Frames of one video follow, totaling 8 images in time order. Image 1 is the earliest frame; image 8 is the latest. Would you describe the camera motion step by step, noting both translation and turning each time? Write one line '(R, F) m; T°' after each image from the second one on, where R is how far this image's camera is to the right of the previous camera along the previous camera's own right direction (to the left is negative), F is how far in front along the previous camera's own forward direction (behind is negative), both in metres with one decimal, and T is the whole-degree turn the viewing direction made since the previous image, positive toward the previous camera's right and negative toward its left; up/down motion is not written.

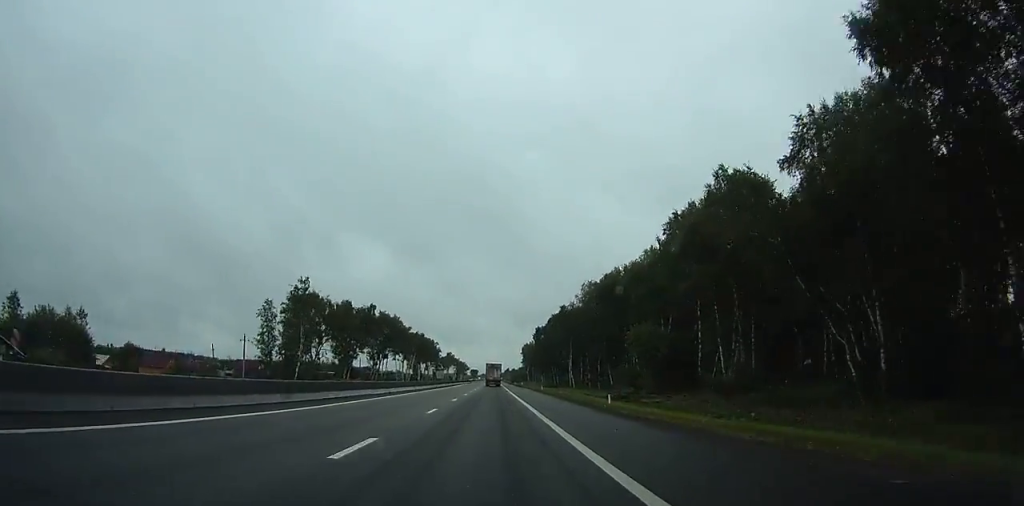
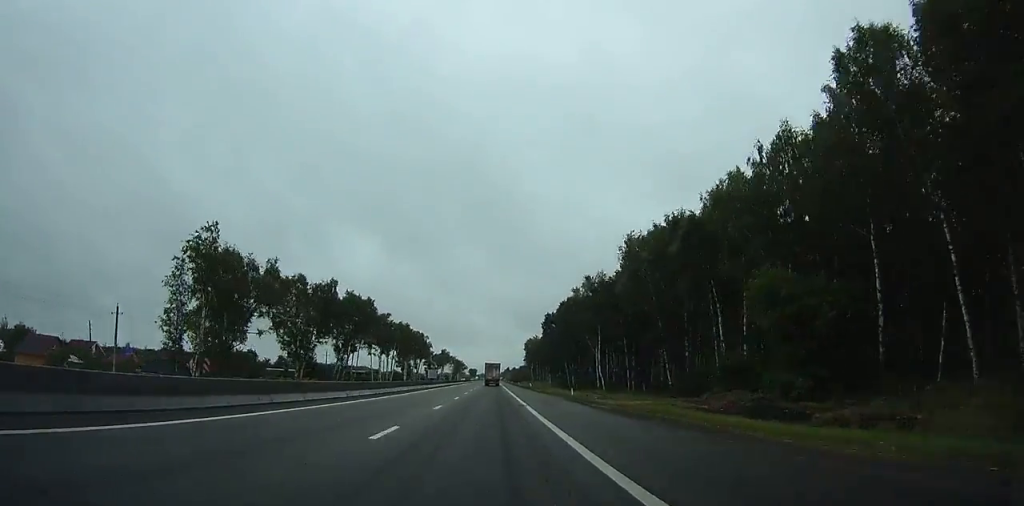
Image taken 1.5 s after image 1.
(0.0, +30.8) m; 0°
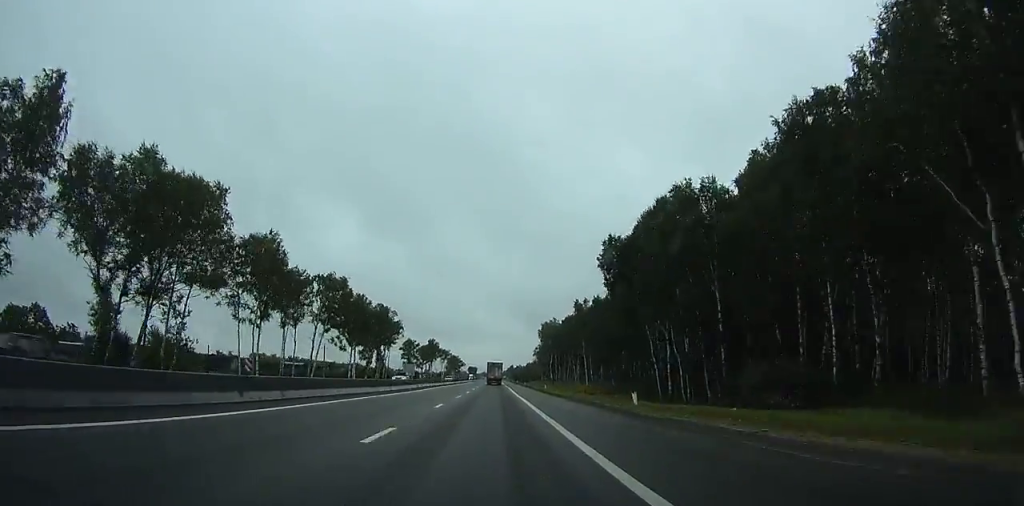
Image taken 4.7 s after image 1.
(0.0, +66.3) m; 0°
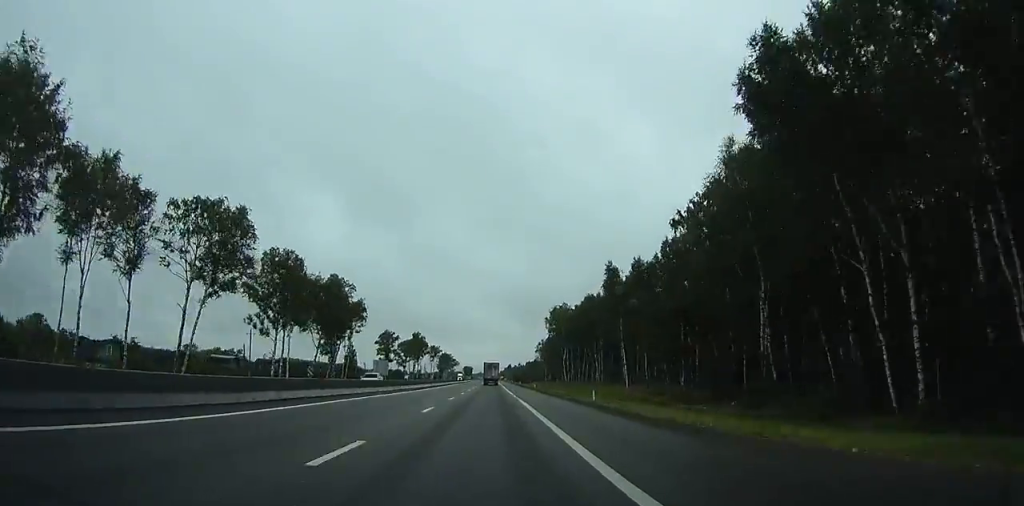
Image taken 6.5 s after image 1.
(0.0, +36.7) m; 0°
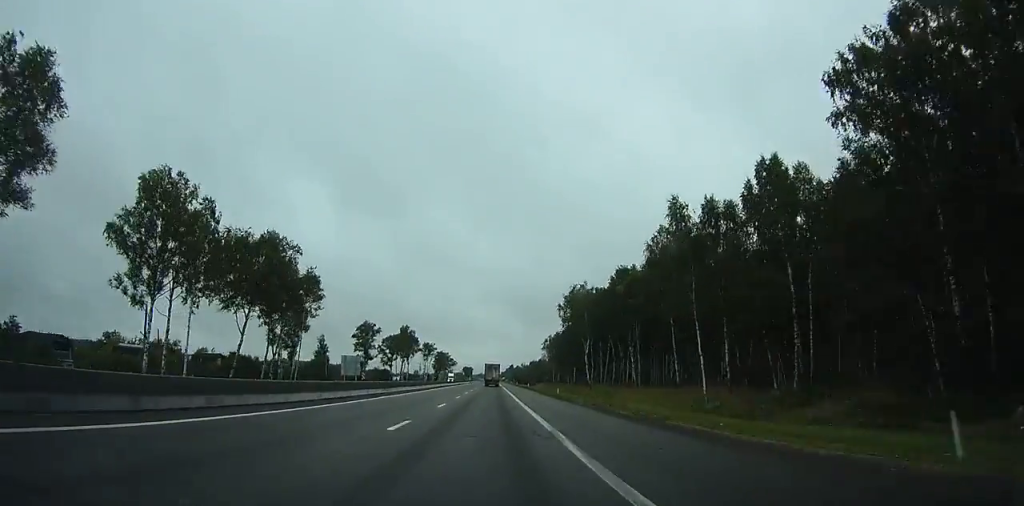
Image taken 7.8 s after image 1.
(0.0, +29.0) m; 0°
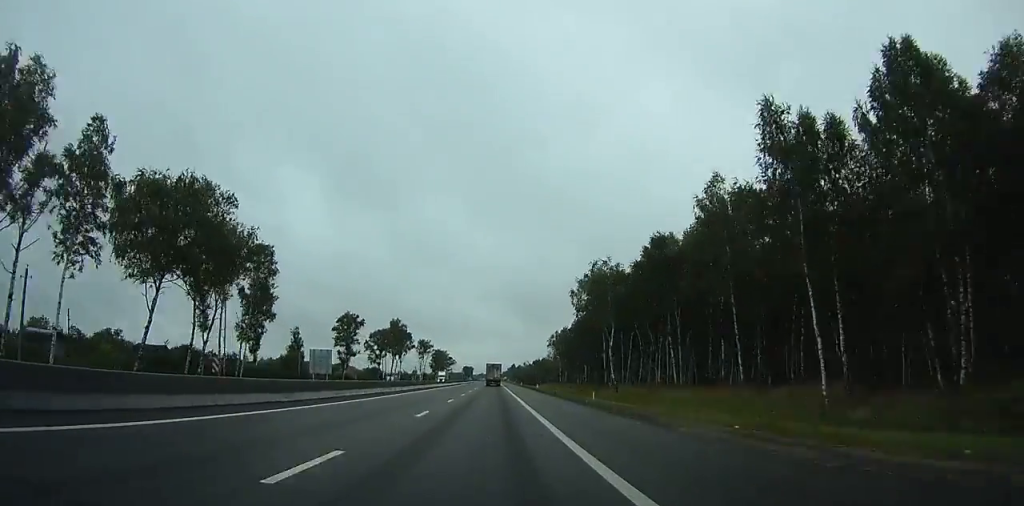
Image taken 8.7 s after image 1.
(0.0, +19.0) m; 0°
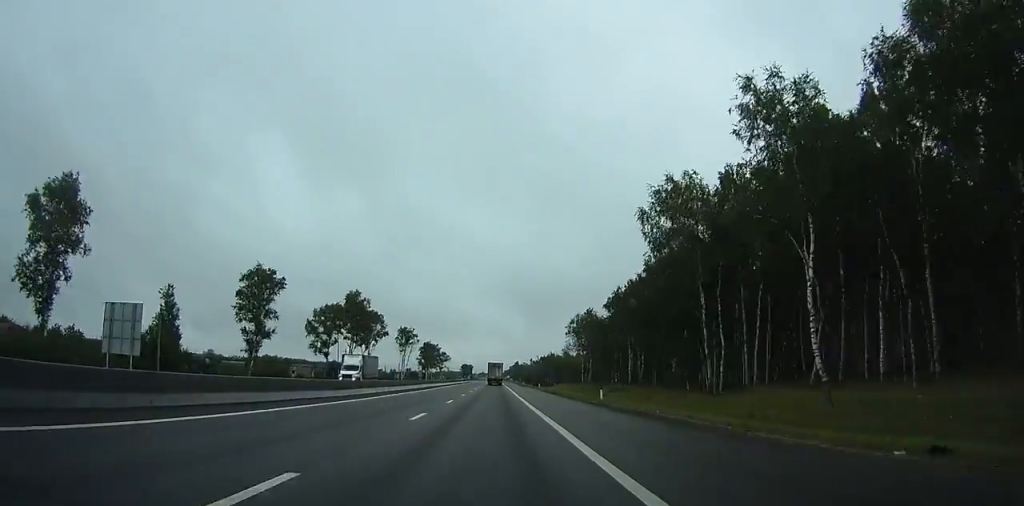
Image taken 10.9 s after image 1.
(+0.1, +51.3) m; 0°
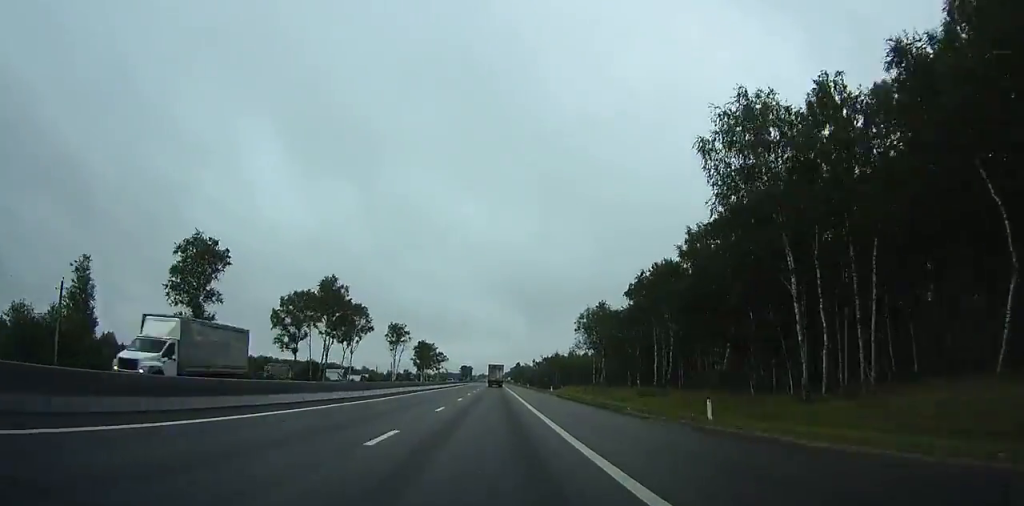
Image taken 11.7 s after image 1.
(0.0, +18.7) m; 0°
